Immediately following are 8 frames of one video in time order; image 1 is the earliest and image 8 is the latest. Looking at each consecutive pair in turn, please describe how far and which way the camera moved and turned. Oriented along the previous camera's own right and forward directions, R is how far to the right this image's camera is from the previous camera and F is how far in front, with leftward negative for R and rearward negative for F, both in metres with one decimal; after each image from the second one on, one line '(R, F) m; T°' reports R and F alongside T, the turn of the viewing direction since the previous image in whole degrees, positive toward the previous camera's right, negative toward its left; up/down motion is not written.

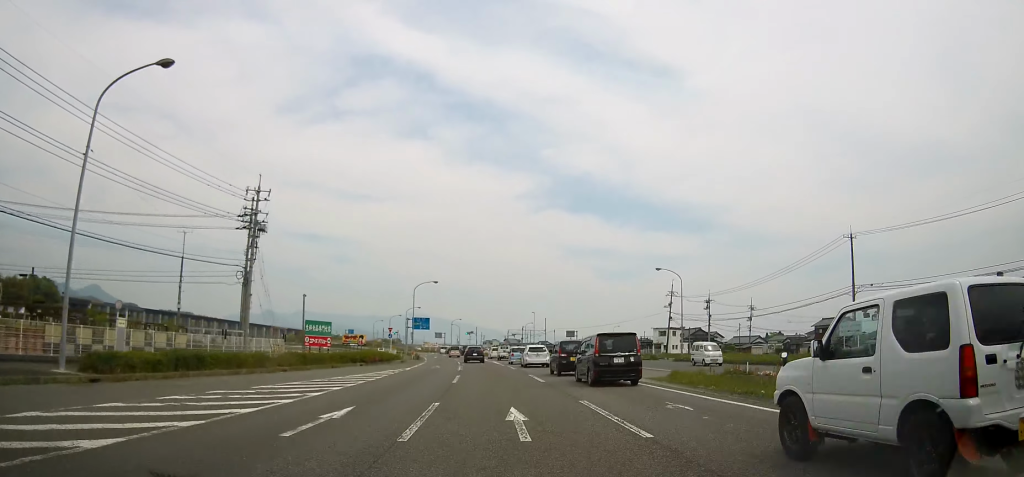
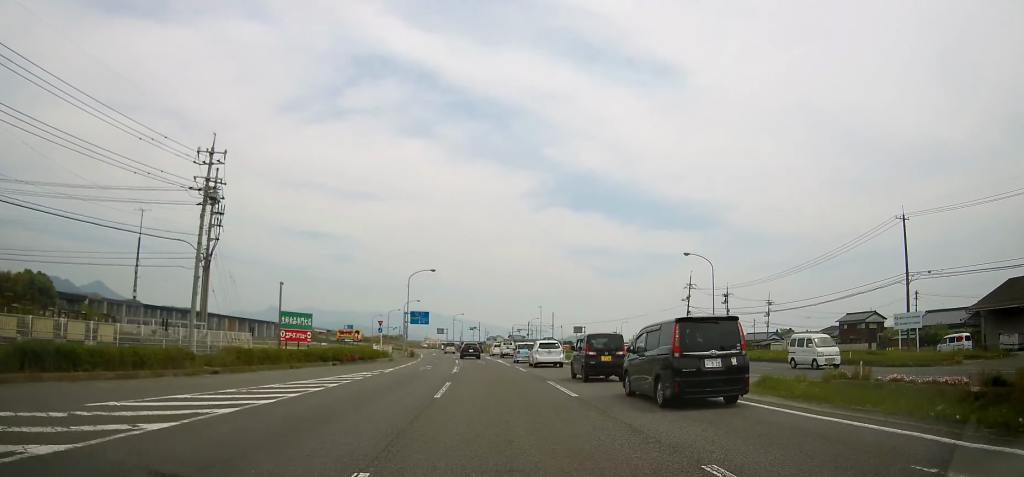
(0.0, +8.2) m; 0°
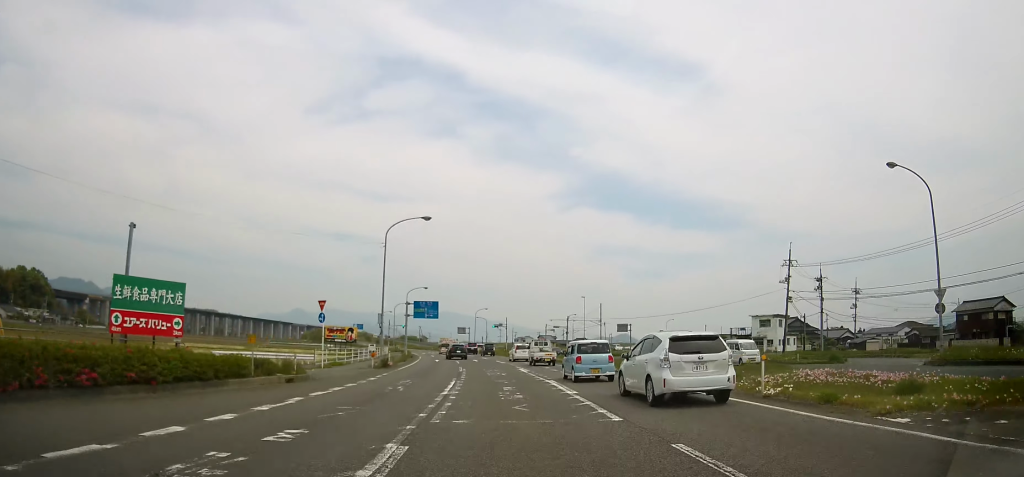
(-0.5, +27.9) m; -2°
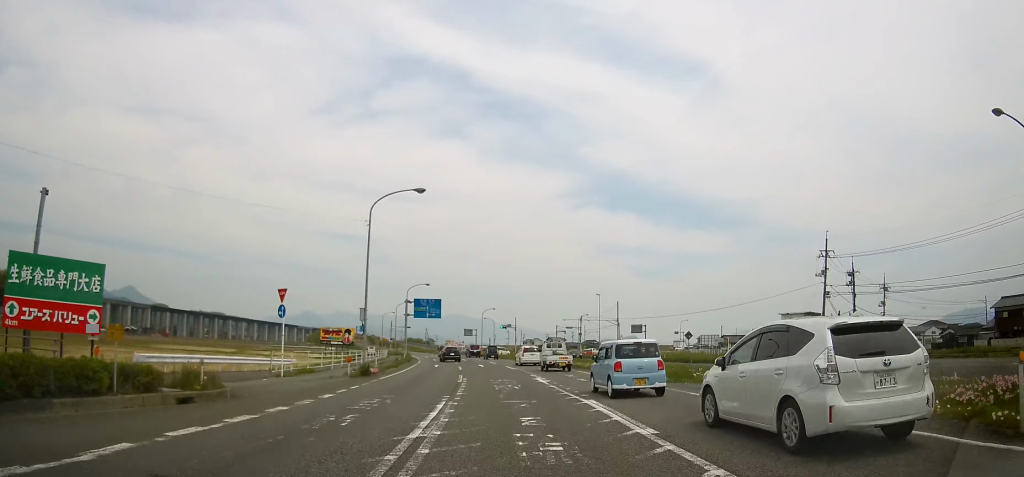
(0.0, +7.6) m; 0°
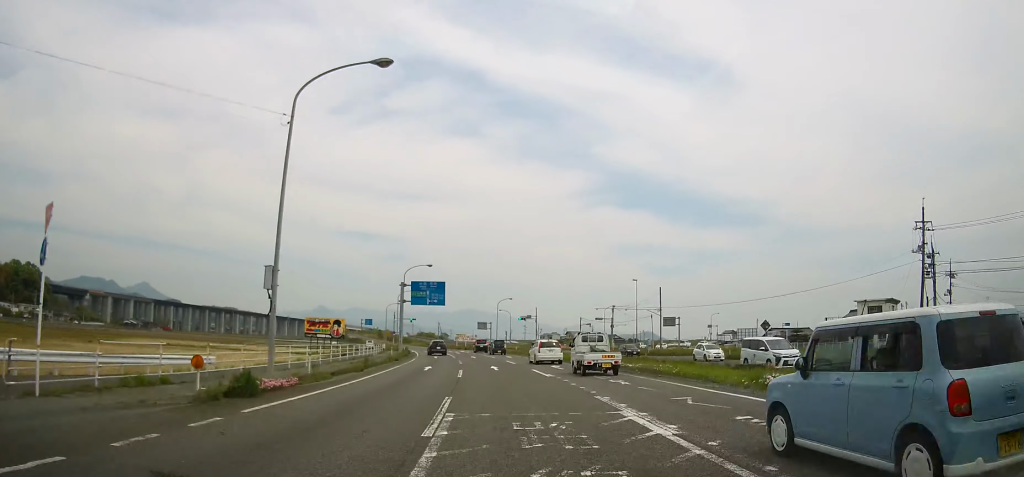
(-0.1, +15.7) m; -1°
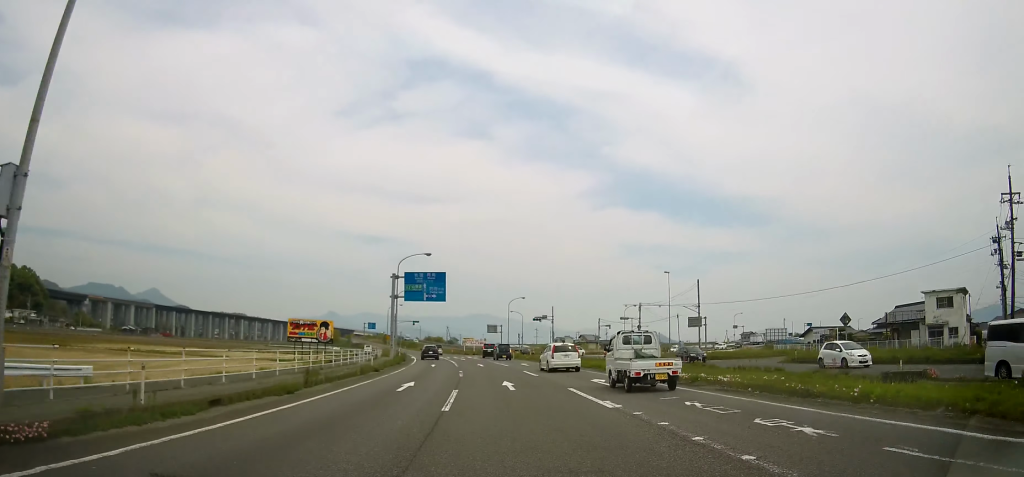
(-0.1, +10.9) m; -1°
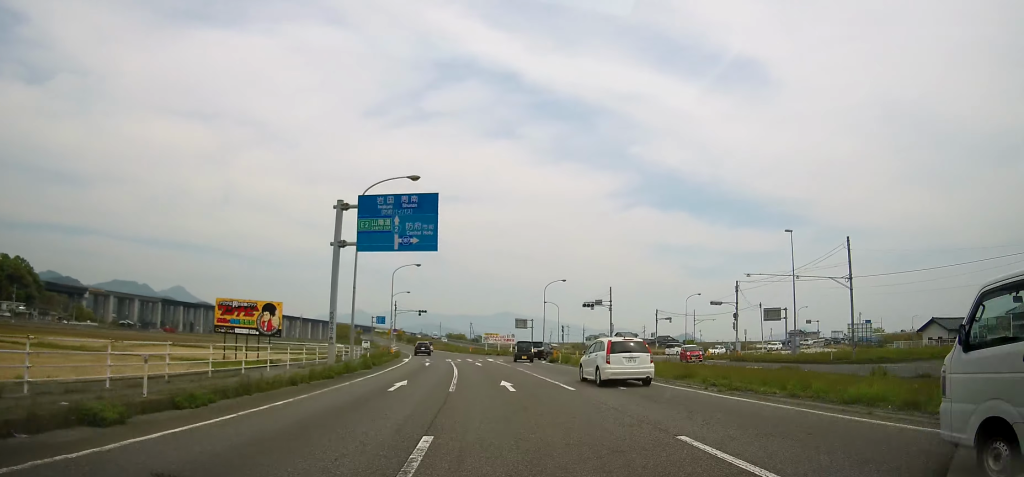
(-0.5, +25.0) m; -2°
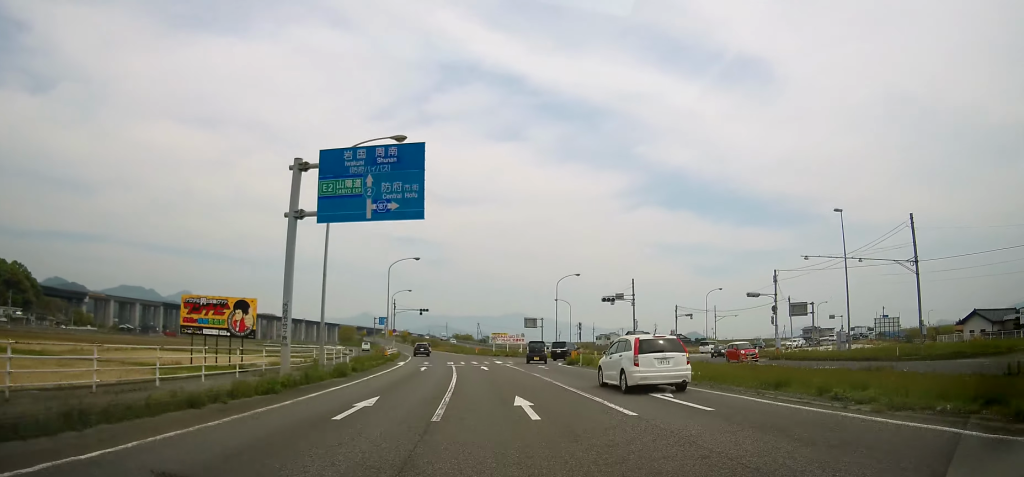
(0.0, +6.6) m; -1°
